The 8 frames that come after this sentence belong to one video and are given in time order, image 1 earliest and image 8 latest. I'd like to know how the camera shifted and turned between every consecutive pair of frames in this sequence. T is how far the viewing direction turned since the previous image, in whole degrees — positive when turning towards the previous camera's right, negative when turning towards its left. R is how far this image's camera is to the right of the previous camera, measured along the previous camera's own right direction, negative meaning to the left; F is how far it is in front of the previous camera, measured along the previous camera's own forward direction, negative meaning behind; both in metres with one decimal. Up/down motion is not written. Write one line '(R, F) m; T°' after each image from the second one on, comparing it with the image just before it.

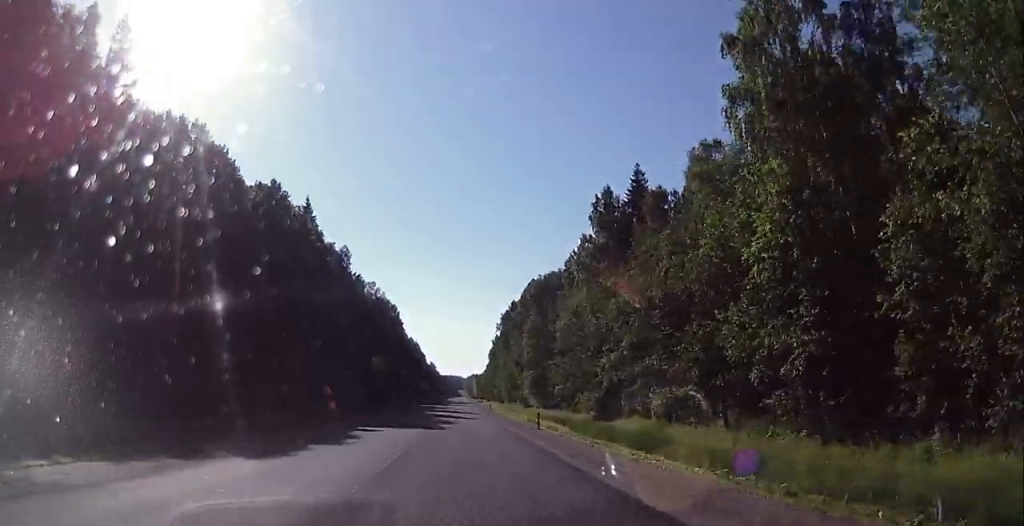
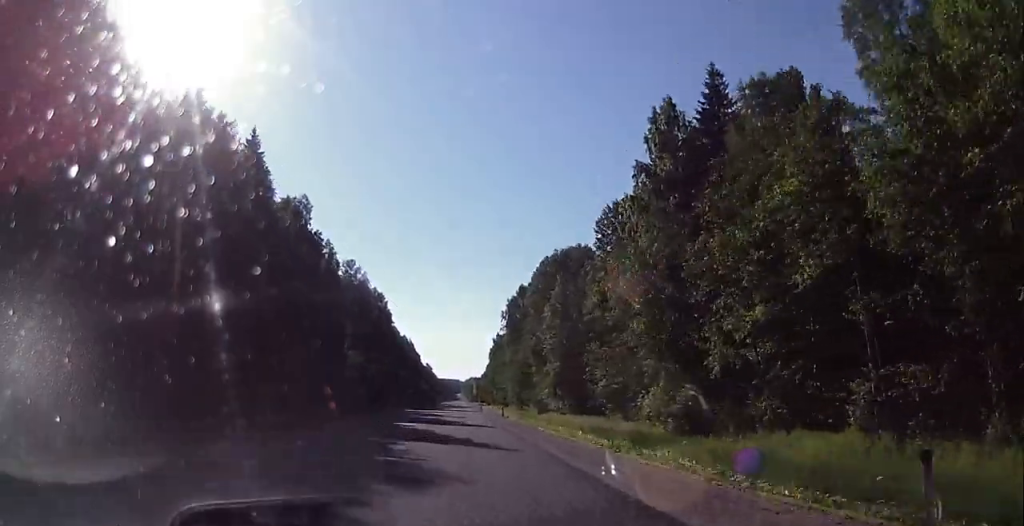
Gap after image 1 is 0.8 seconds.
(+0.4, +26.3) m; +2°
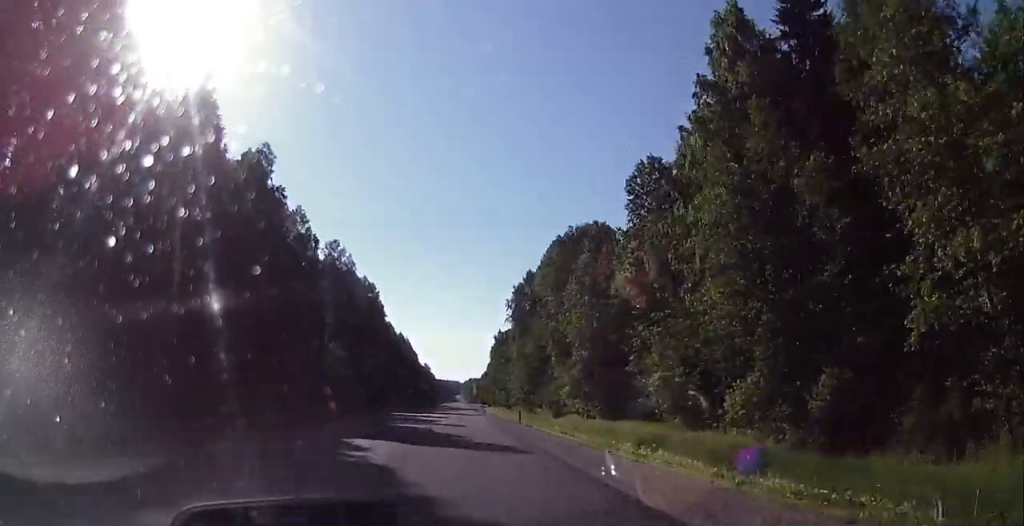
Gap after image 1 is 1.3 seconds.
(+0.1, +15.9) m; 0°
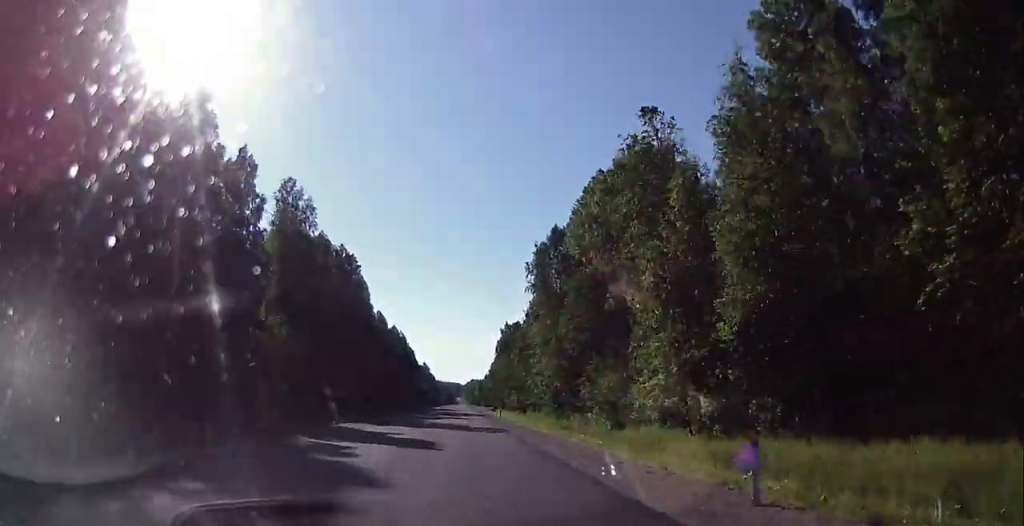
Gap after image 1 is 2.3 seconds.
(+0.2, +30.9) m; -1°
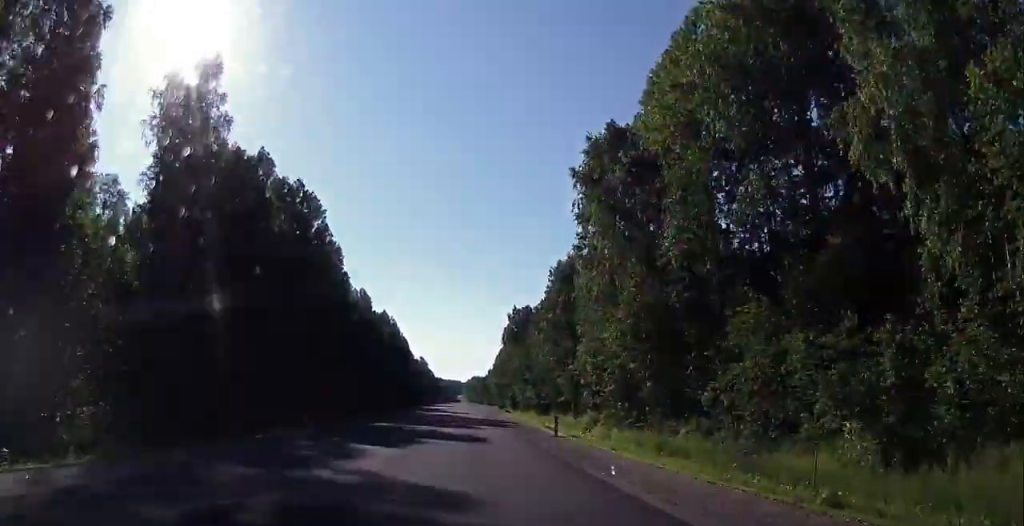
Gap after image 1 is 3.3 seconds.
(-0.6, +33.3) m; -1°
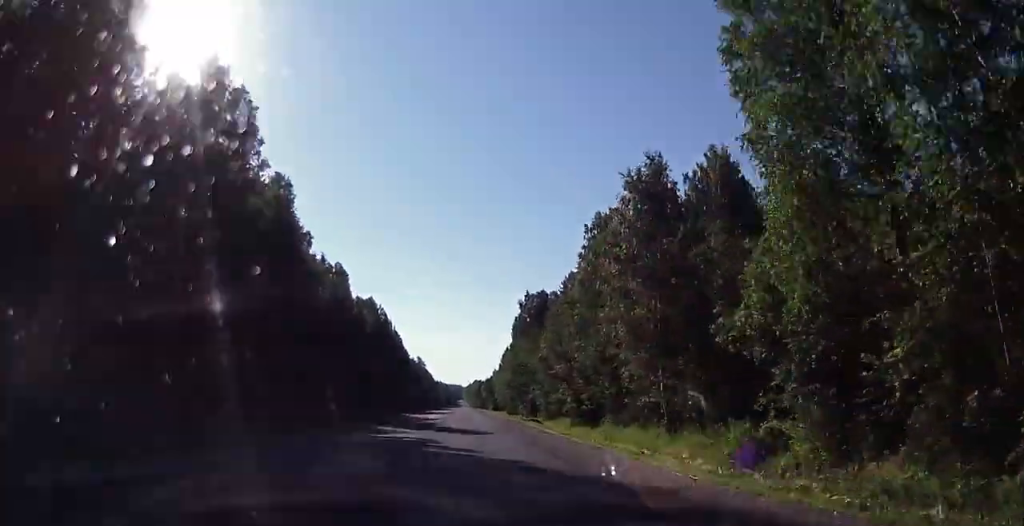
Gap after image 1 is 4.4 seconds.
(-0.2, +33.3) m; -1°
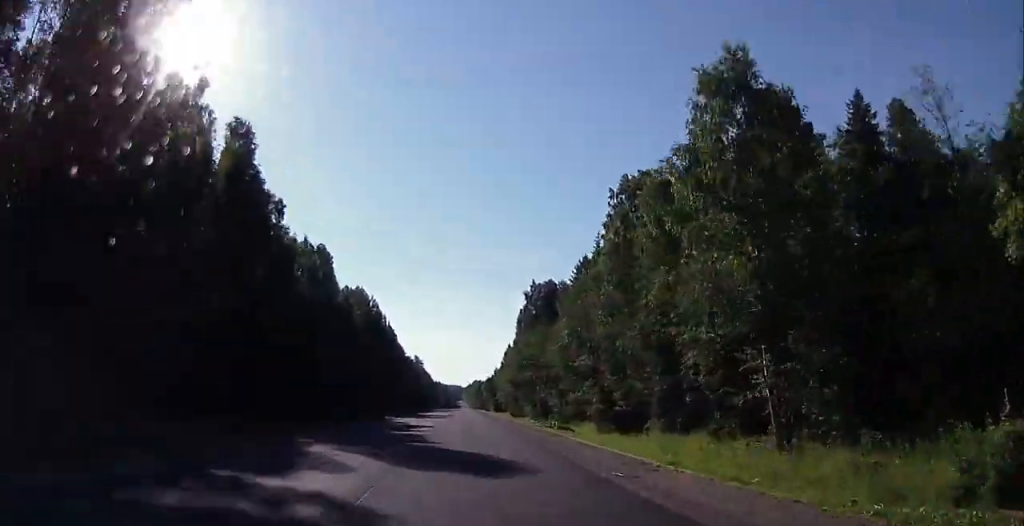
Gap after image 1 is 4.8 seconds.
(-0.3, +14.9) m; -1°
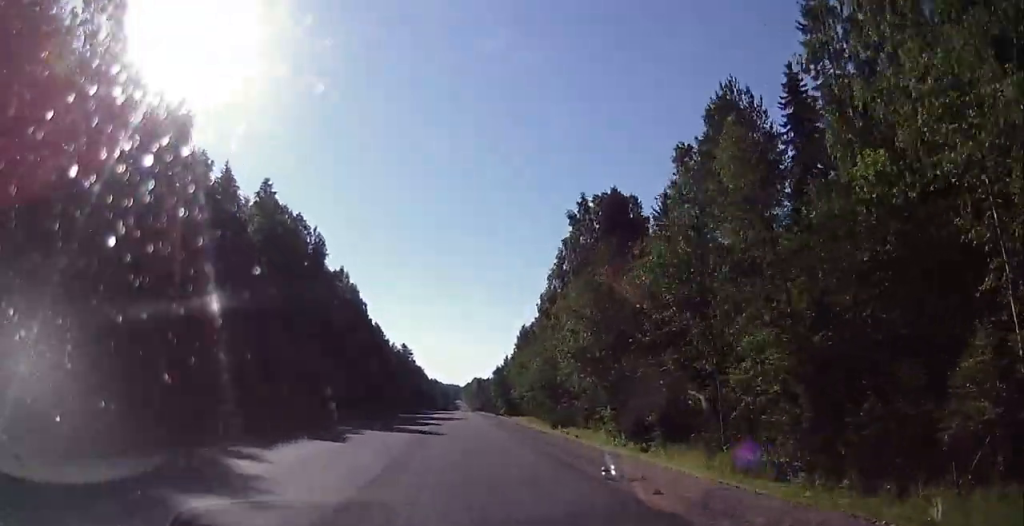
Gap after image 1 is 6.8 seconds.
(0.0, +61.8) m; 0°
